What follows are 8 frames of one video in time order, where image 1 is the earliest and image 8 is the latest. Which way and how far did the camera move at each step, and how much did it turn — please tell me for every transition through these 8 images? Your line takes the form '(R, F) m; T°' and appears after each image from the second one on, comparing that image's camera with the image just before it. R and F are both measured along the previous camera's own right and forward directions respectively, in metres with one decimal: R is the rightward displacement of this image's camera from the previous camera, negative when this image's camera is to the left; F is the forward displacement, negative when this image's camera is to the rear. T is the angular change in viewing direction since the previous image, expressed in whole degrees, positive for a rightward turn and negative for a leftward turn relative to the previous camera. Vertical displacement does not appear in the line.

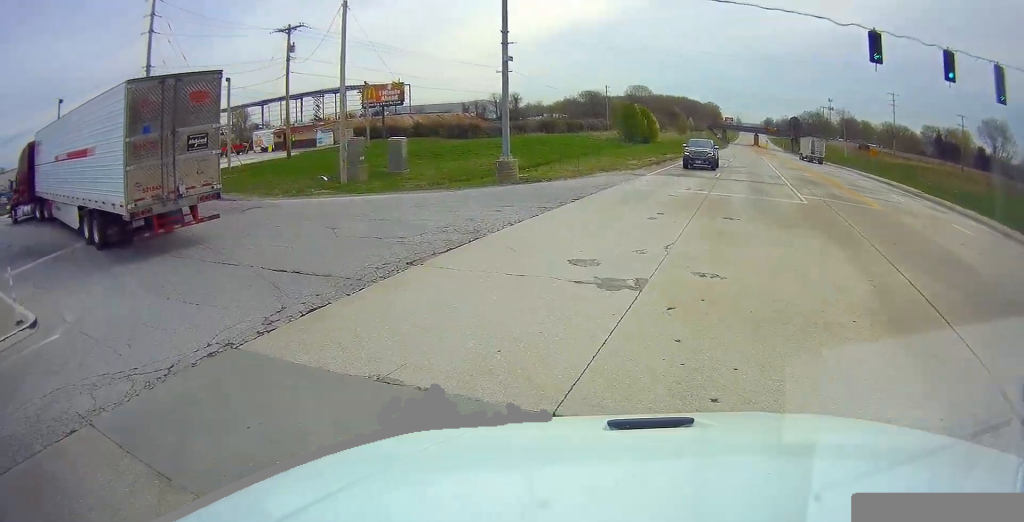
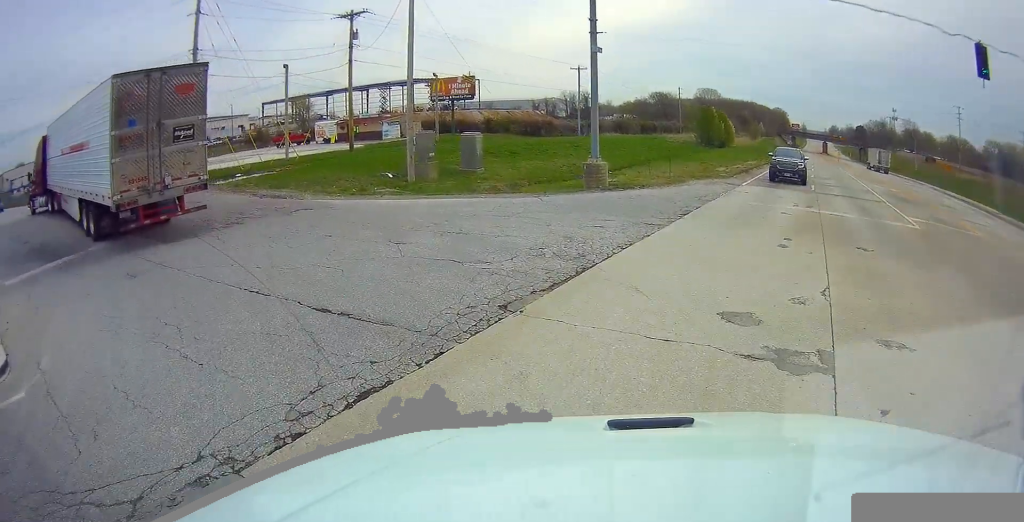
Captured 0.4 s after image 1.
(-0.1, +2.6) m; -6°
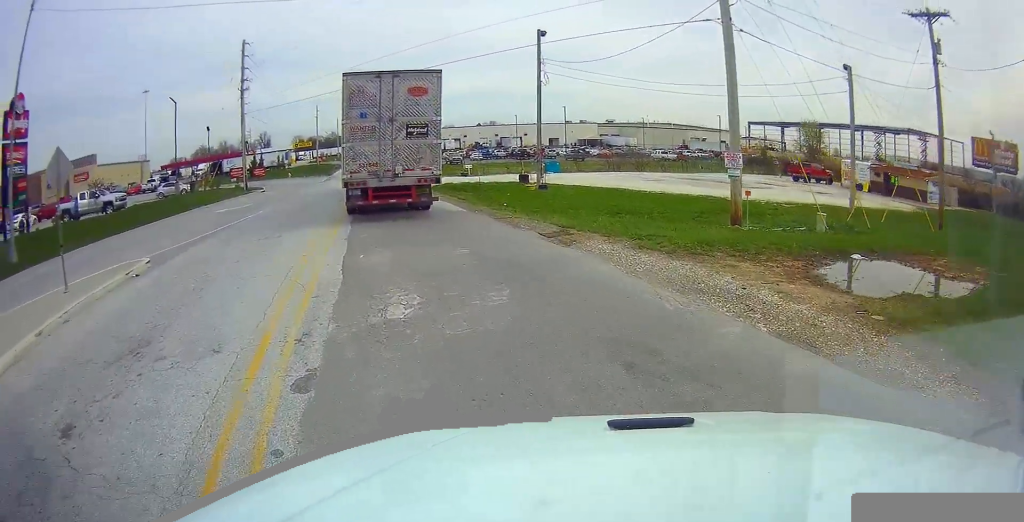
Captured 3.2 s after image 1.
(-4.6, +15.1) m; -19°
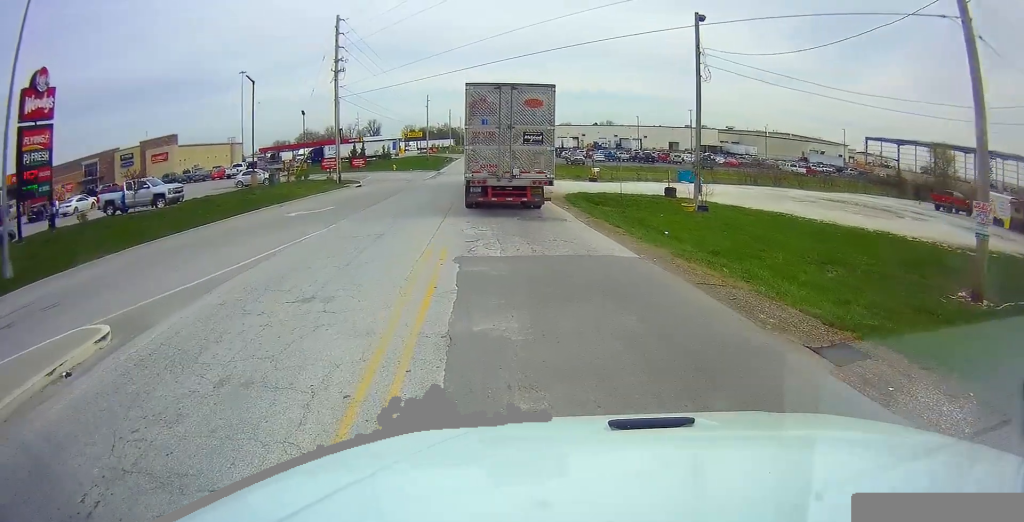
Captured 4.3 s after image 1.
(+0.6, +6.5) m; +2°
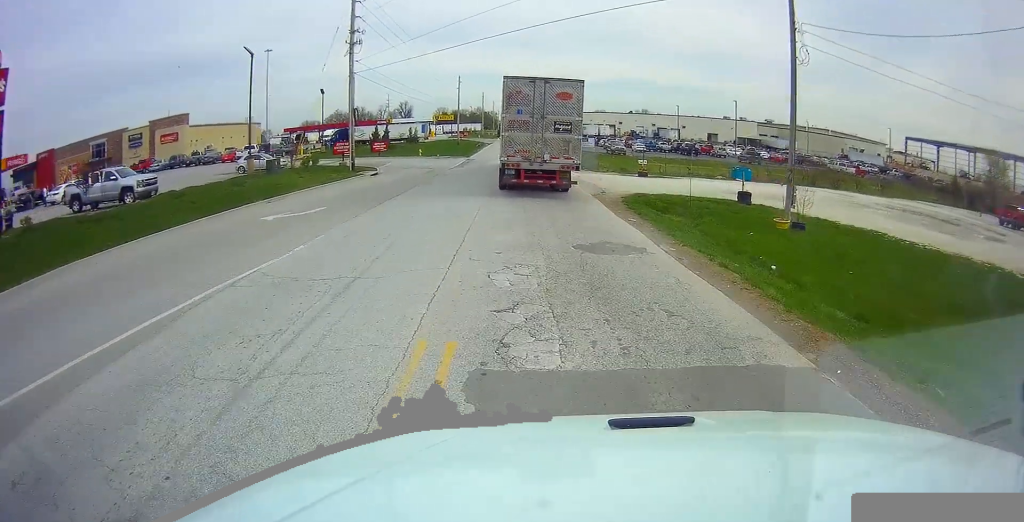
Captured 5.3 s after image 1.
(-0.3, +5.9) m; -5°
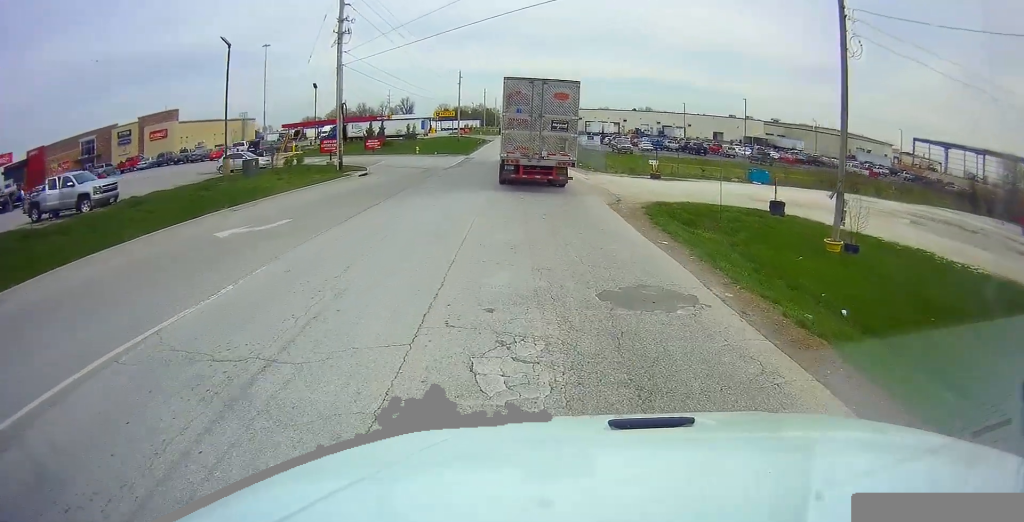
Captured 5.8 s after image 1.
(-0.1, +3.4) m; -2°
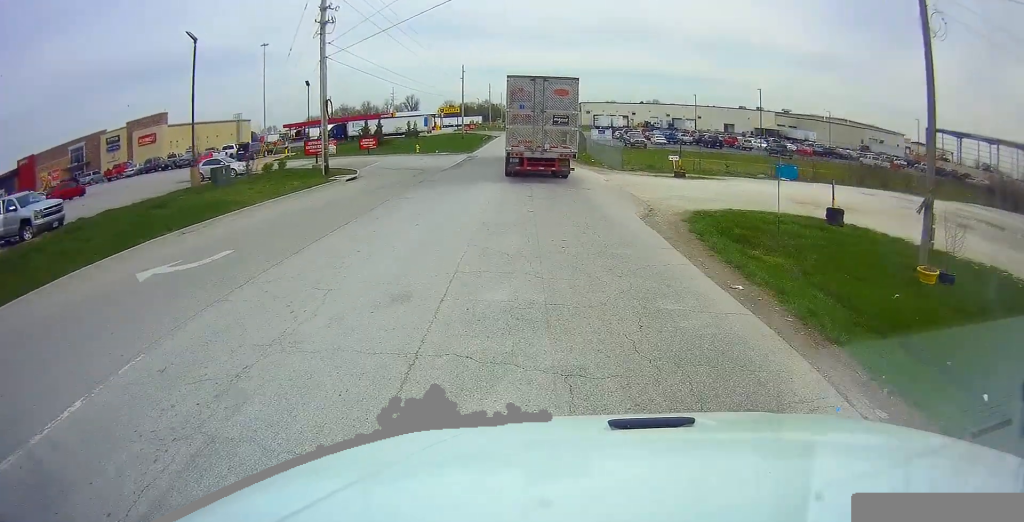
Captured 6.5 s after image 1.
(0.0, +4.1) m; 0°
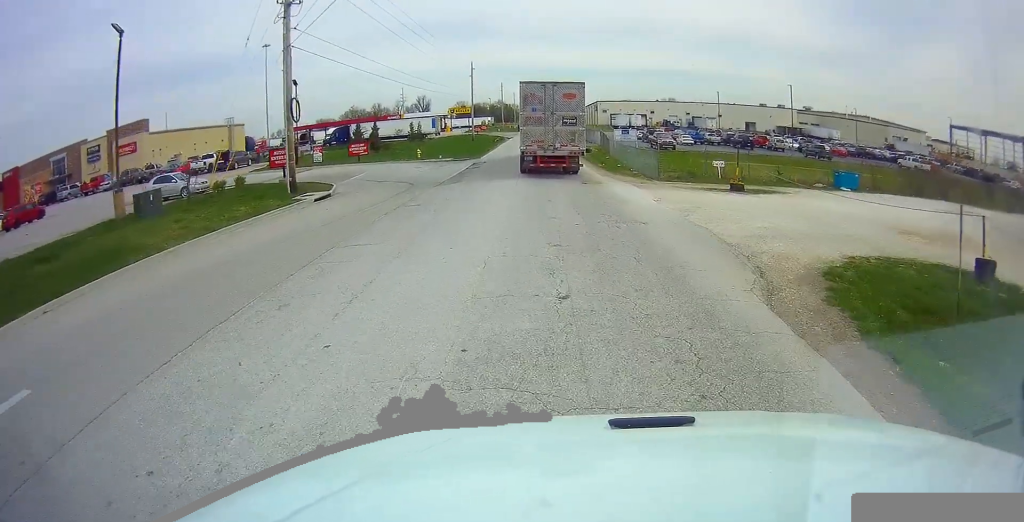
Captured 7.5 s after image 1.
(0.0, +7.7) m; 0°
